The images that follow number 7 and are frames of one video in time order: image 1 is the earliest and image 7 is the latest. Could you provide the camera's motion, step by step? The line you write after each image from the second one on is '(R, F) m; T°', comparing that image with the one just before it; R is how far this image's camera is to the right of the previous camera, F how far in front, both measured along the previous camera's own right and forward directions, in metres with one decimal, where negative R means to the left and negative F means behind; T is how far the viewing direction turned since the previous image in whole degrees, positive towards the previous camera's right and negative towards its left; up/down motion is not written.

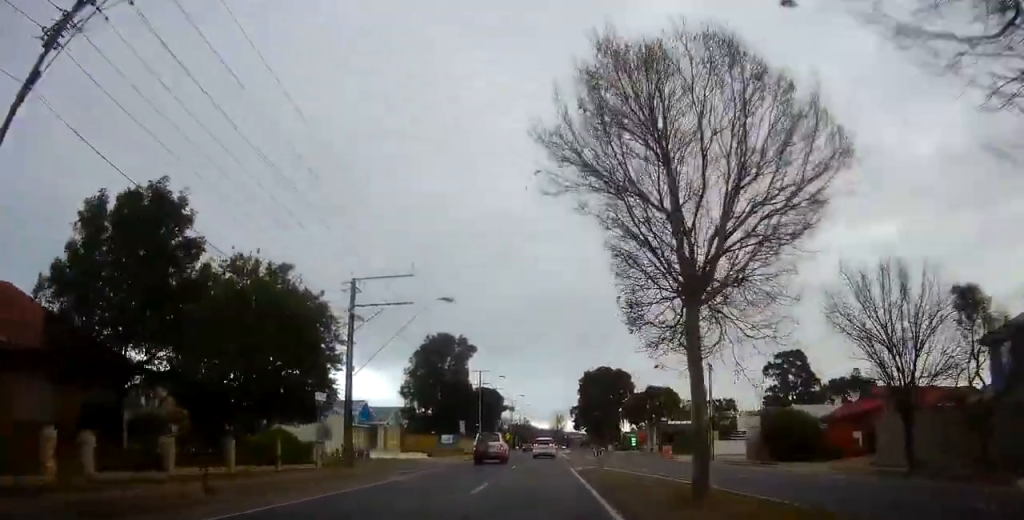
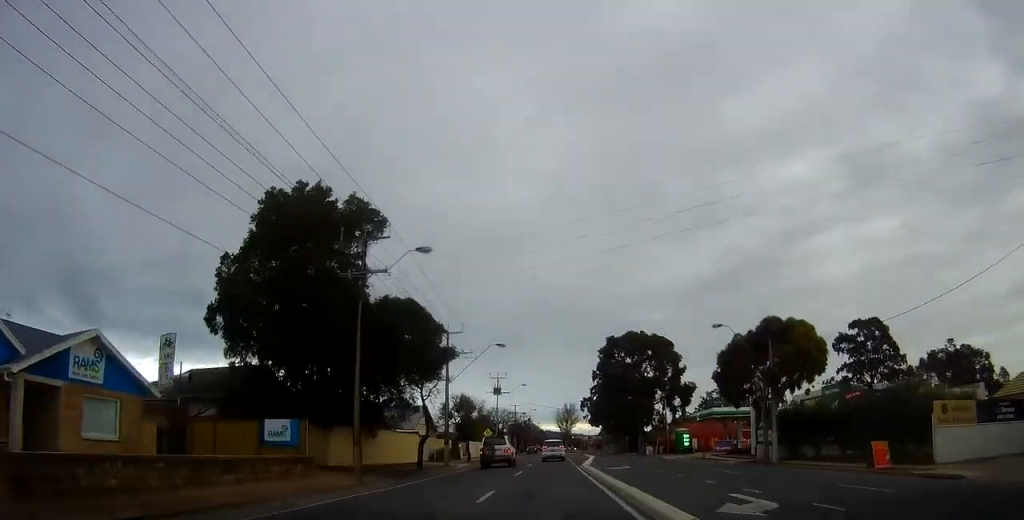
(-0.2, +42.2) m; -1°
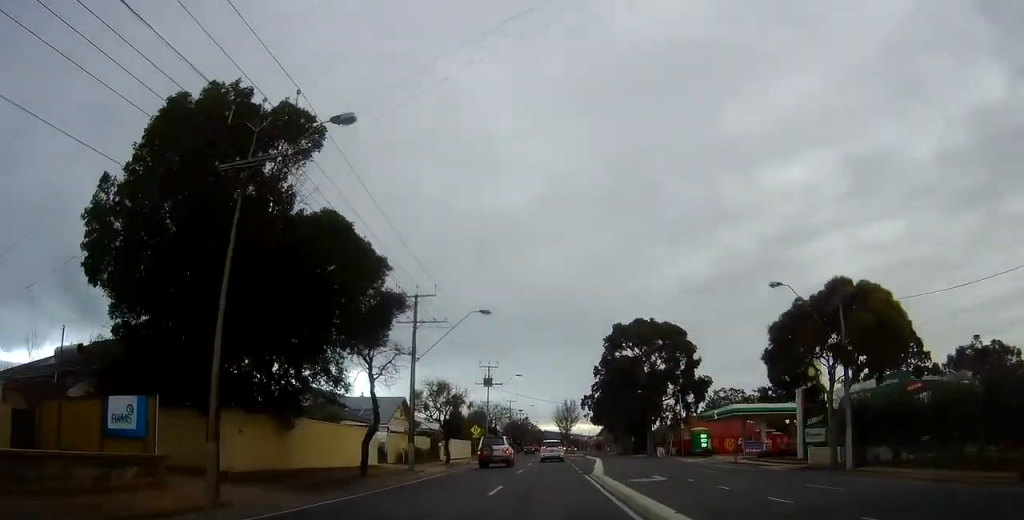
(+0.3, +9.9) m; 0°
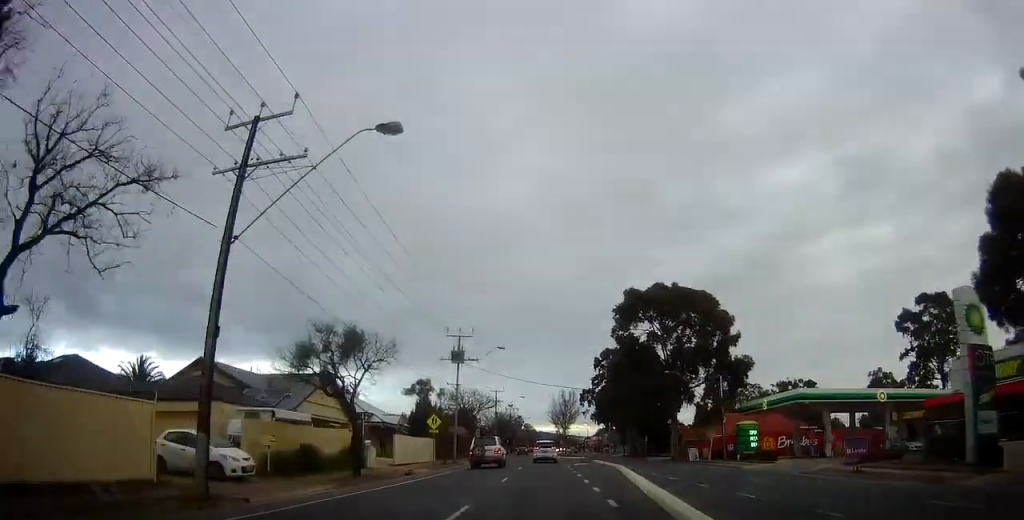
(0.0, +18.7) m; -1°
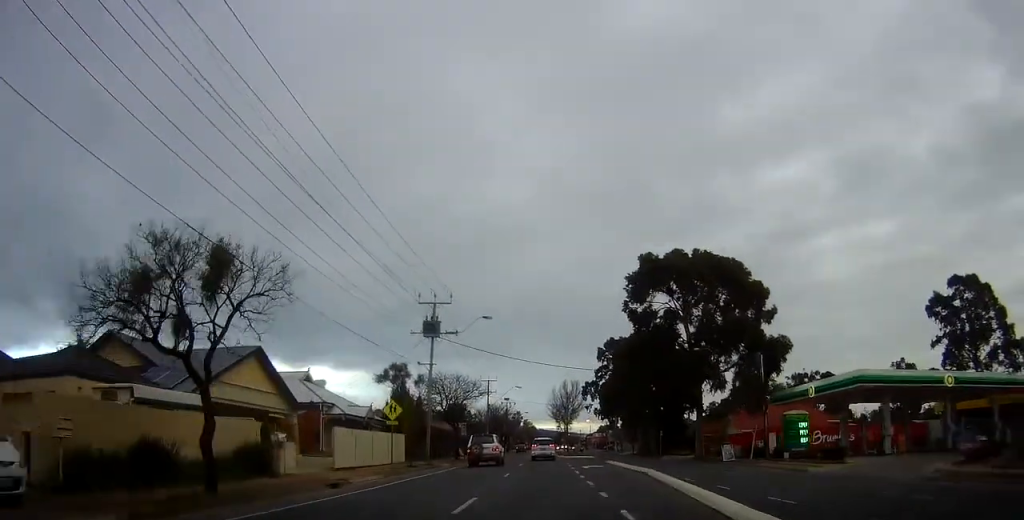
(-0.3, +10.4) m; 0°
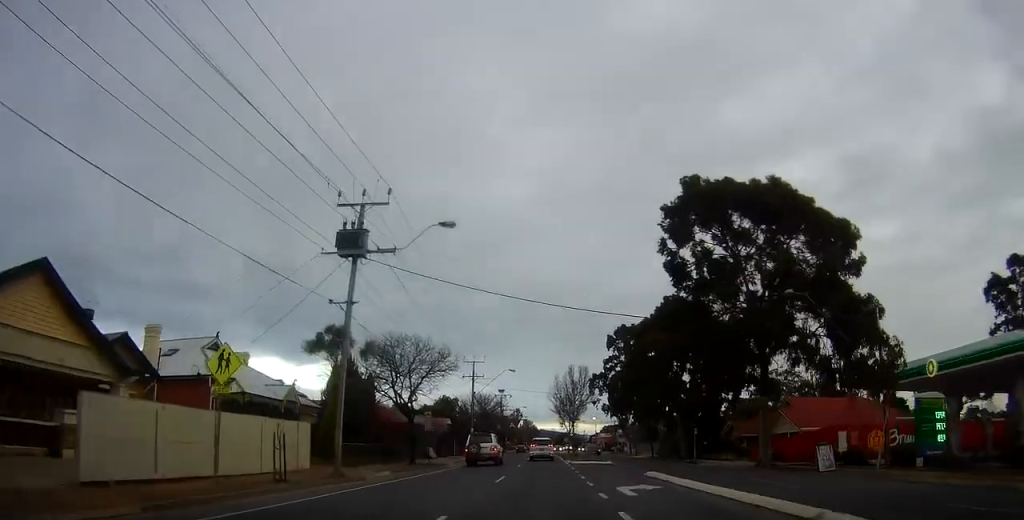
(+0.4, +16.1) m; +2°
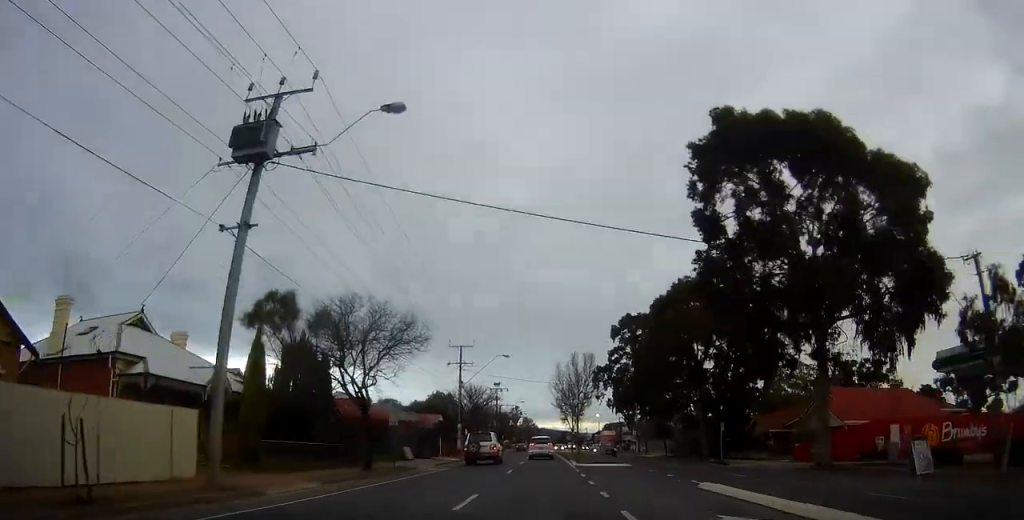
(+0.3, +8.4) m; -1°
